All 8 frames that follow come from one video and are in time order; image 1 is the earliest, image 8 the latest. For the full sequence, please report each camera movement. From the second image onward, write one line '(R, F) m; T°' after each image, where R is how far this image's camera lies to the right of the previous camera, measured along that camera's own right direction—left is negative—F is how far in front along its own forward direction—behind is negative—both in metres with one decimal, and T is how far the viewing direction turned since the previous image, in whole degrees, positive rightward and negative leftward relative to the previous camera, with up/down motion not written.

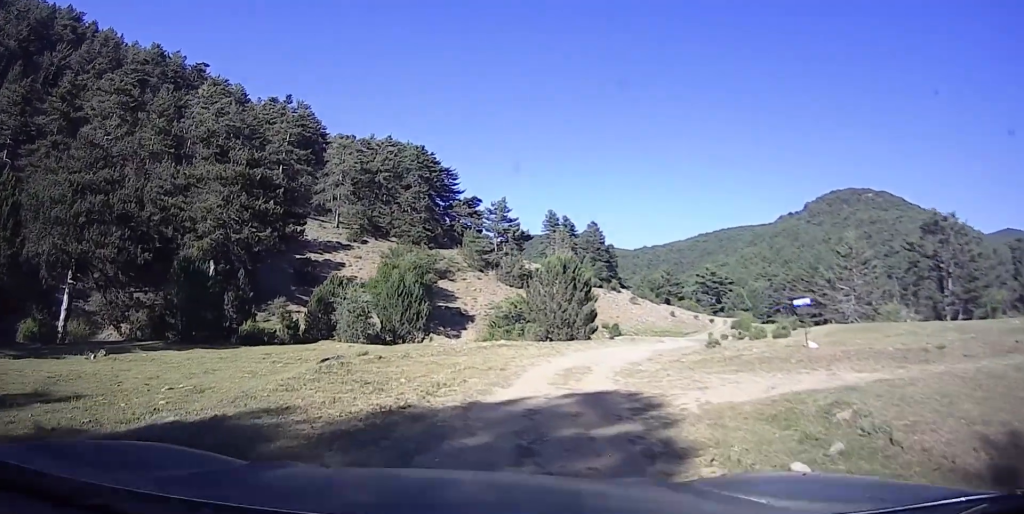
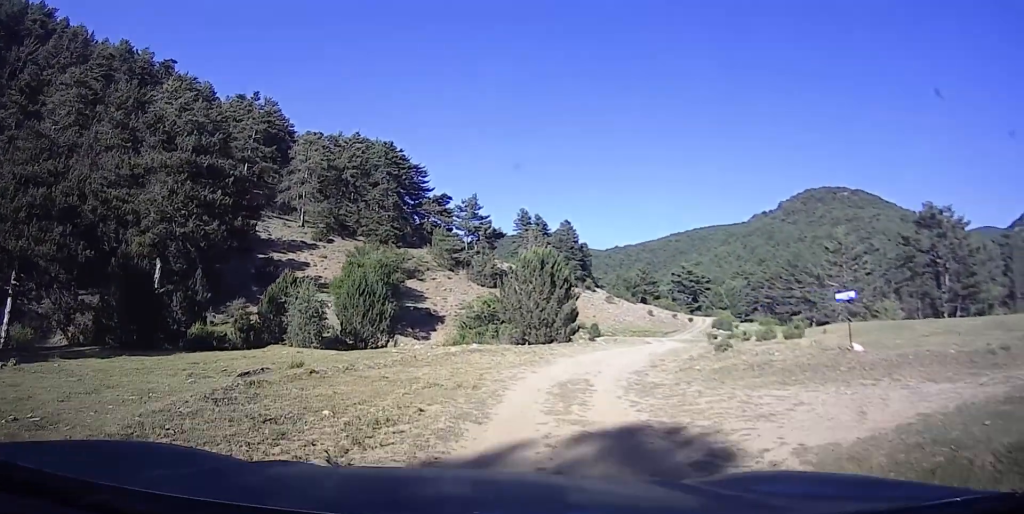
(+0.2, +3.9) m; +4°
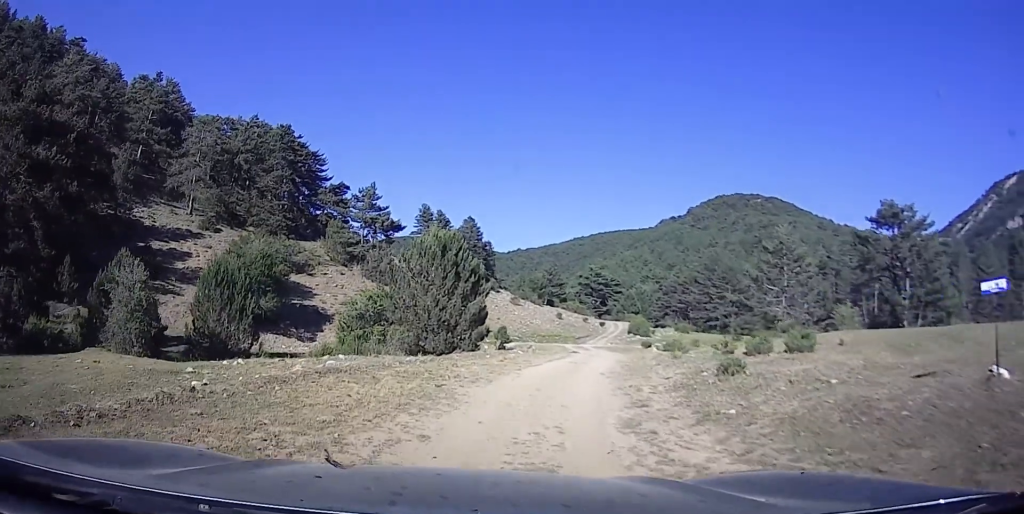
(+0.8, +8.4) m; +5°
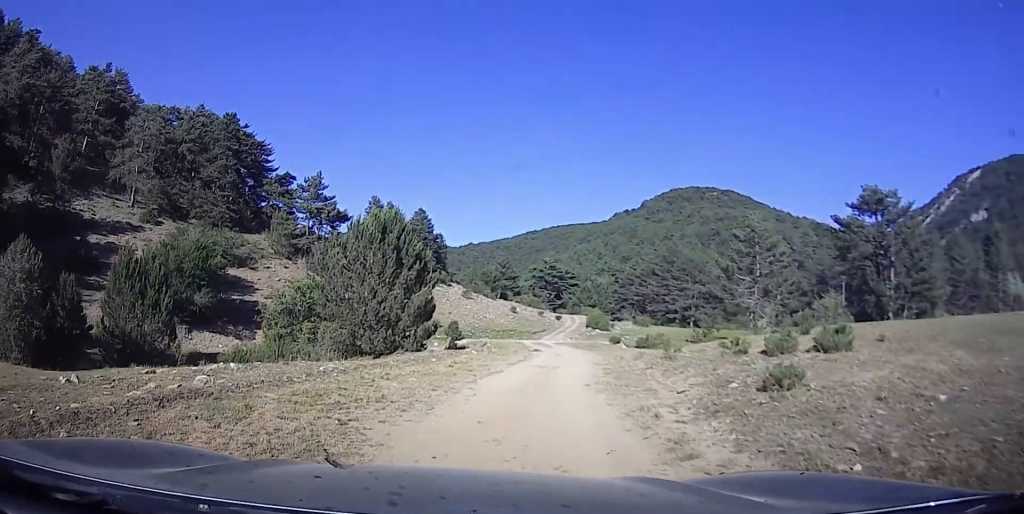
(0.0, +4.9) m; +1°
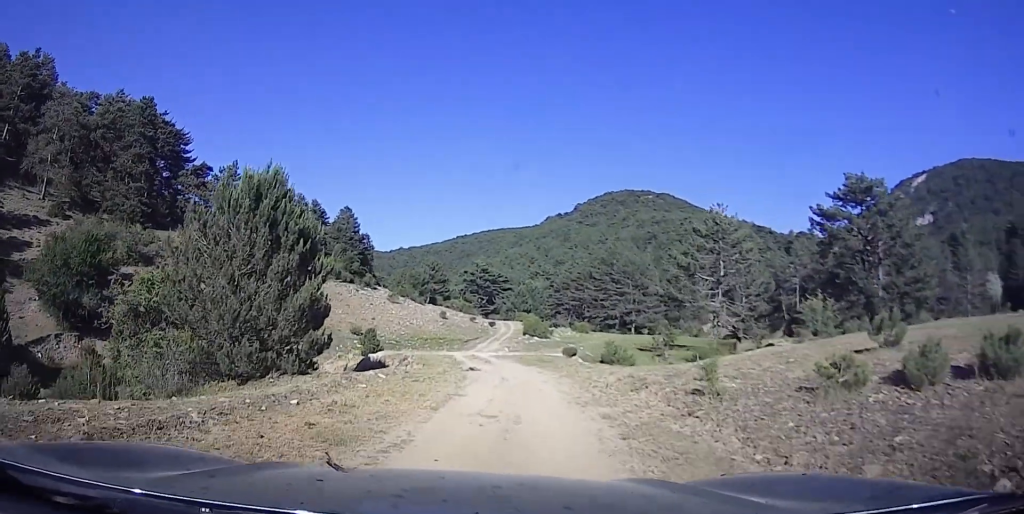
(+0.1, +8.6) m; +6°
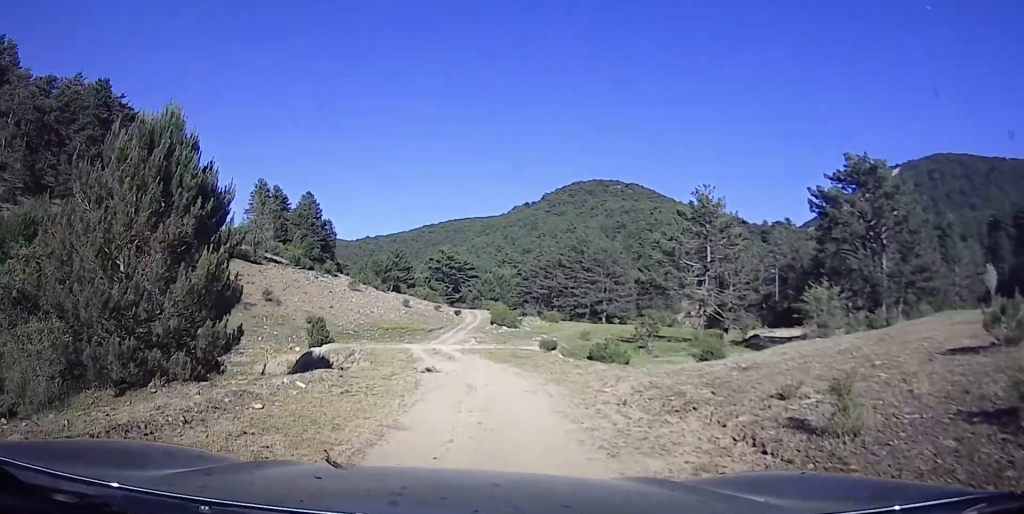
(+0.4, +5.2) m; +5°
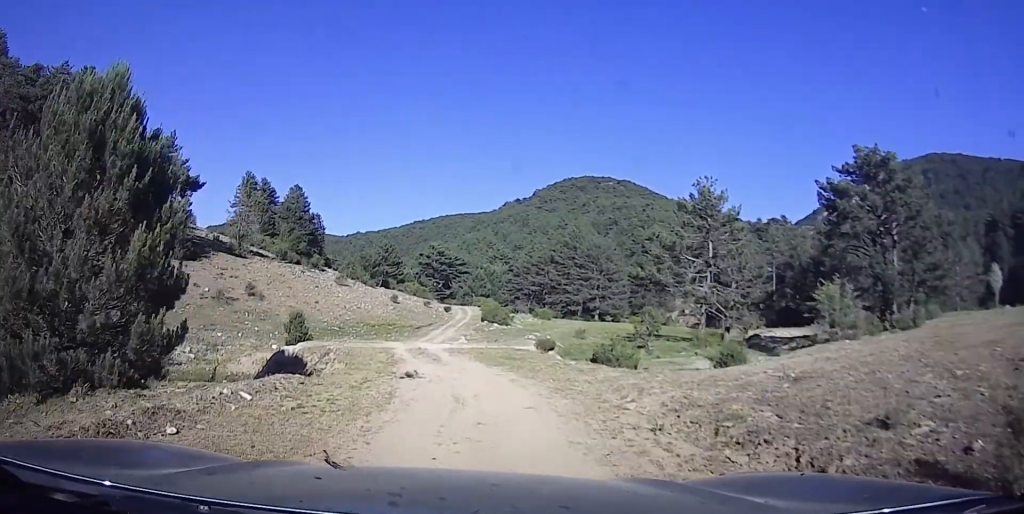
(+0.1, +2.8) m; +2°
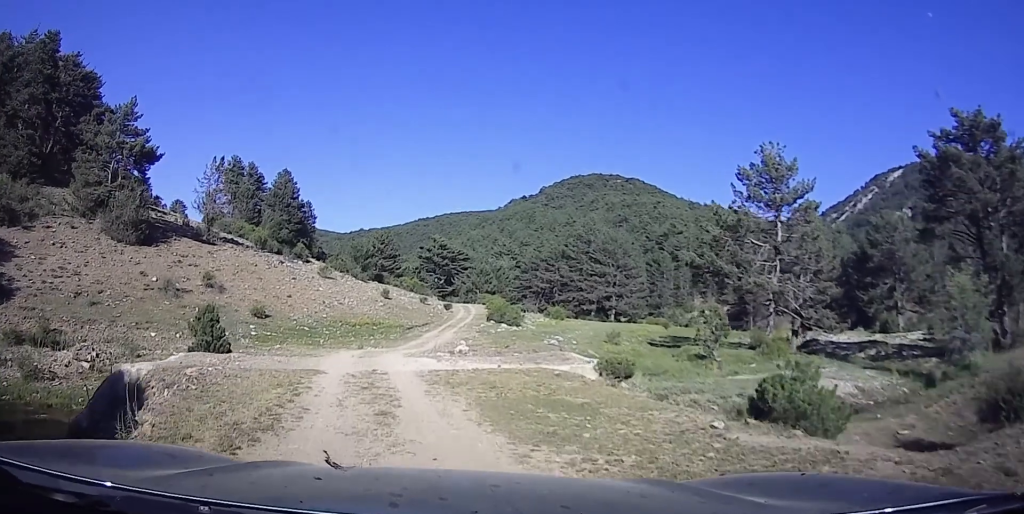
(0.0, +12.6) m; 0°
